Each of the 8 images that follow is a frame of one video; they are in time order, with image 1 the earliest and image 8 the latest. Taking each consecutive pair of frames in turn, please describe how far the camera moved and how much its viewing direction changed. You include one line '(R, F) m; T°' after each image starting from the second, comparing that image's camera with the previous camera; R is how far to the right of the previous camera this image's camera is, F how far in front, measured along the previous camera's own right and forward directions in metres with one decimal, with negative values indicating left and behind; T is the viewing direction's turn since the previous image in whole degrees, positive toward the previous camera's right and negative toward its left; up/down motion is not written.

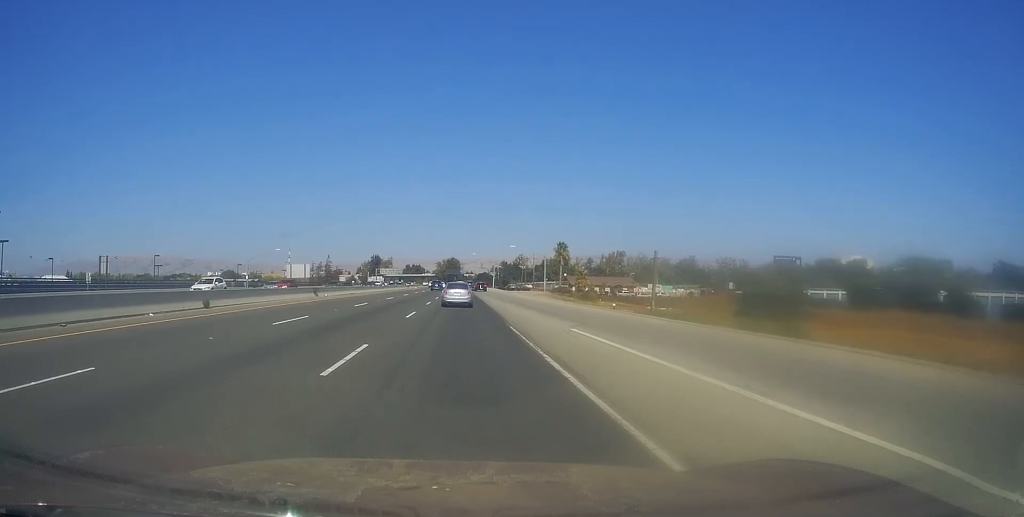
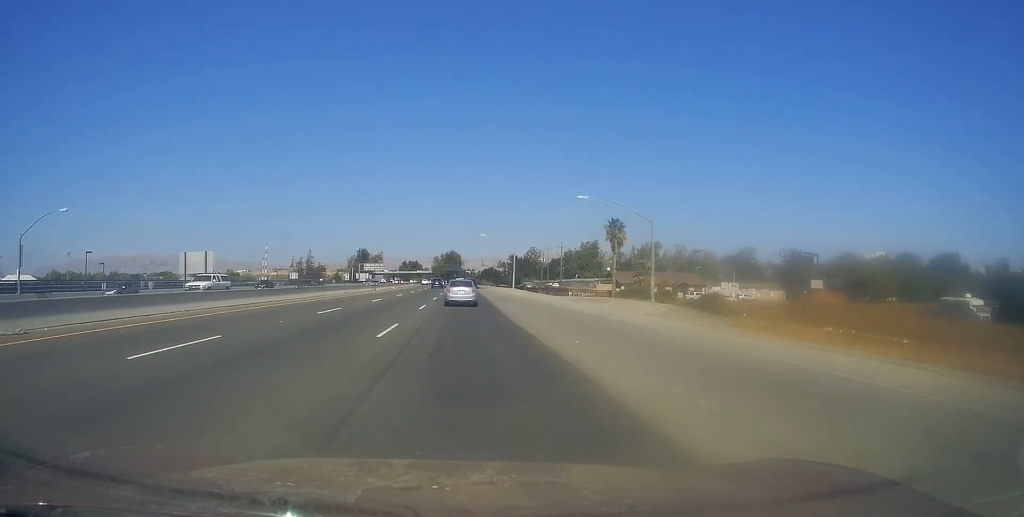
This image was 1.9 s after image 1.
(-0.5, +53.3) m; -1°
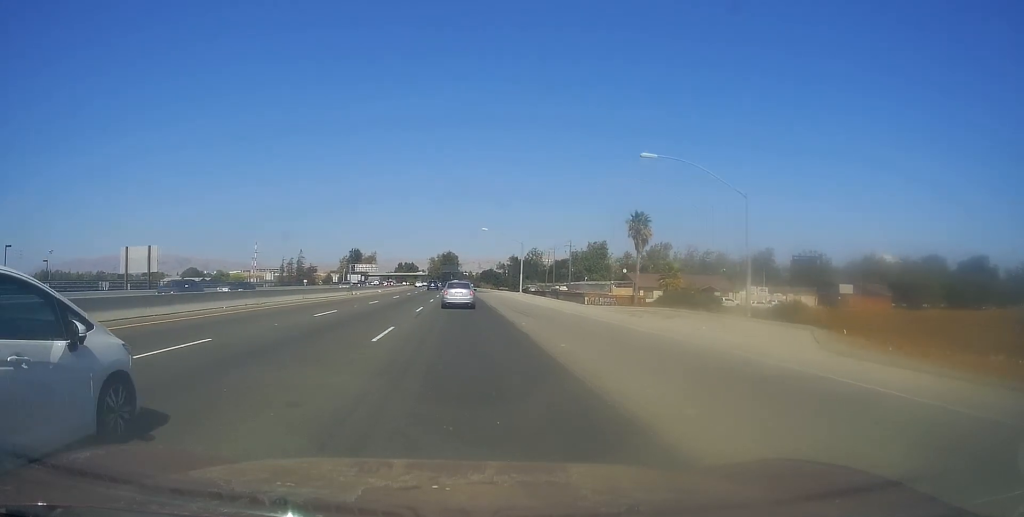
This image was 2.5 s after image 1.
(-0.1, +15.2) m; 0°
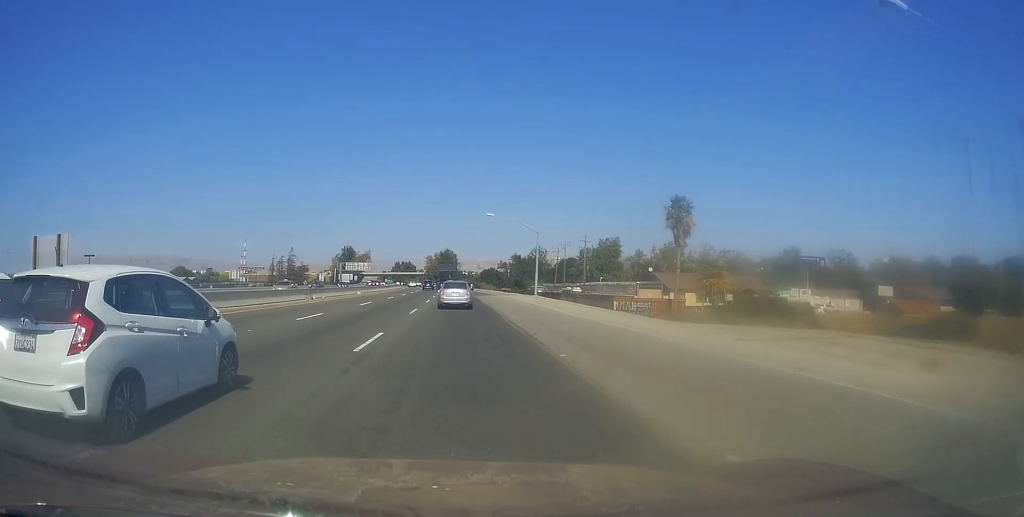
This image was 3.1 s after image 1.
(+0.2, +16.9) m; 0°
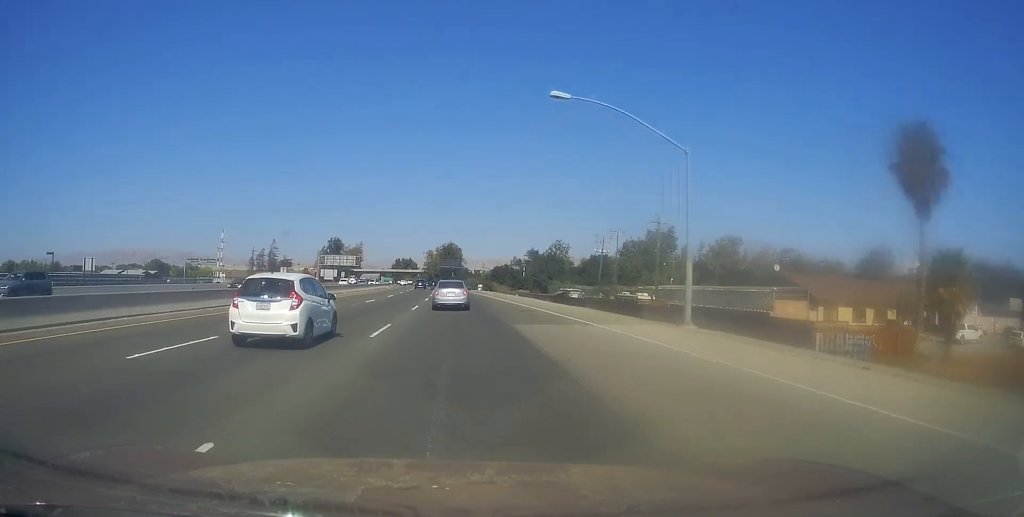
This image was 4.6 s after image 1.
(-0.5, +41.2) m; 0°
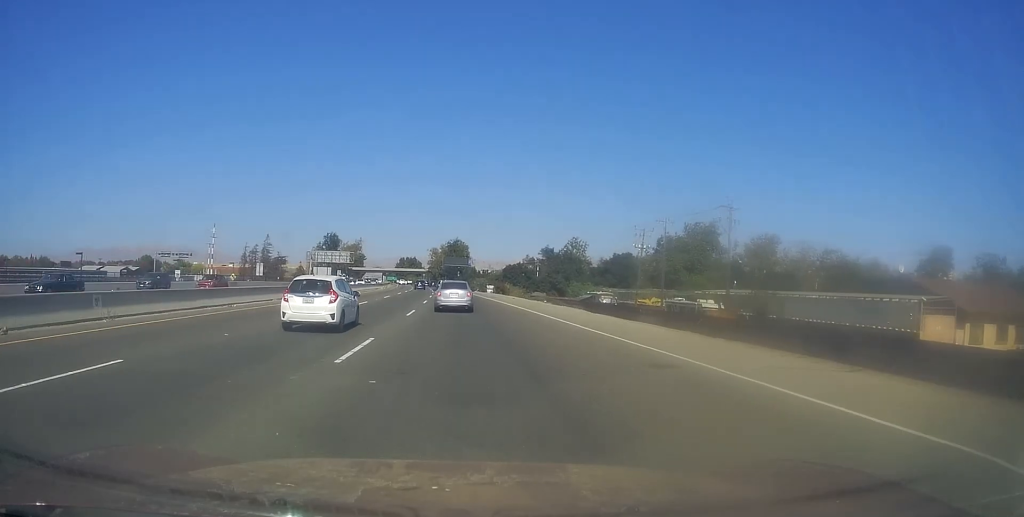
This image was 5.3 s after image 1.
(+0.5, +19.4) m; +1°
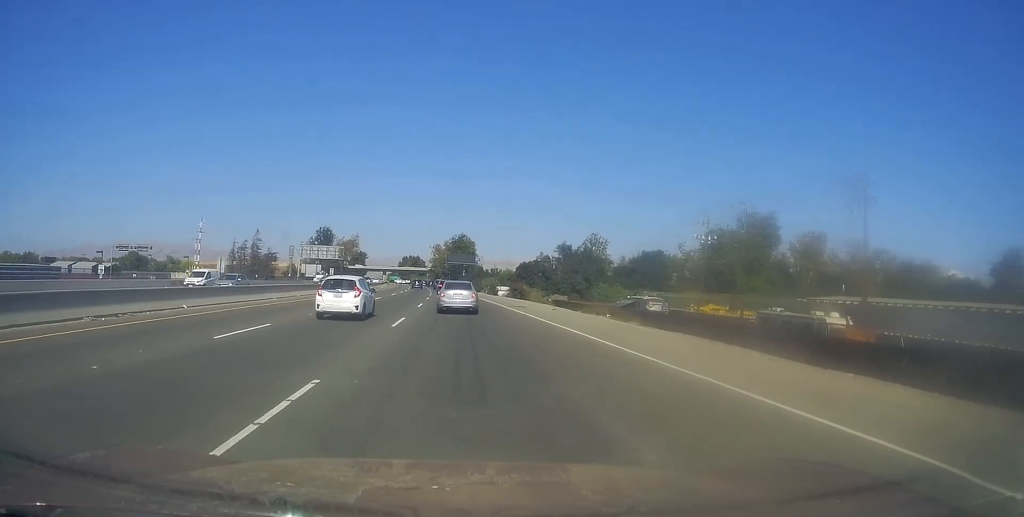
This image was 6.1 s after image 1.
(0.0, +20.9) m; 0°
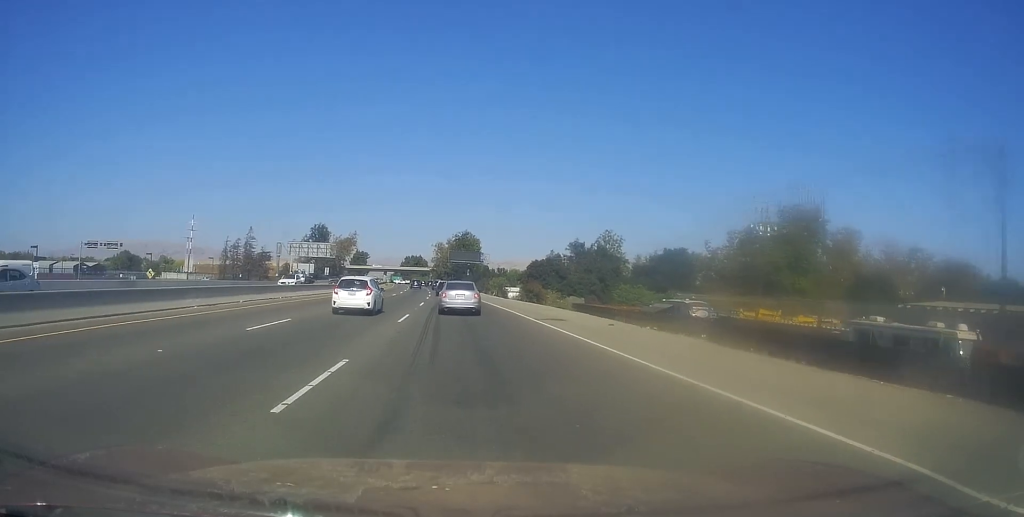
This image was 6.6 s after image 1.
(0.0, +12.5) m; 0°
